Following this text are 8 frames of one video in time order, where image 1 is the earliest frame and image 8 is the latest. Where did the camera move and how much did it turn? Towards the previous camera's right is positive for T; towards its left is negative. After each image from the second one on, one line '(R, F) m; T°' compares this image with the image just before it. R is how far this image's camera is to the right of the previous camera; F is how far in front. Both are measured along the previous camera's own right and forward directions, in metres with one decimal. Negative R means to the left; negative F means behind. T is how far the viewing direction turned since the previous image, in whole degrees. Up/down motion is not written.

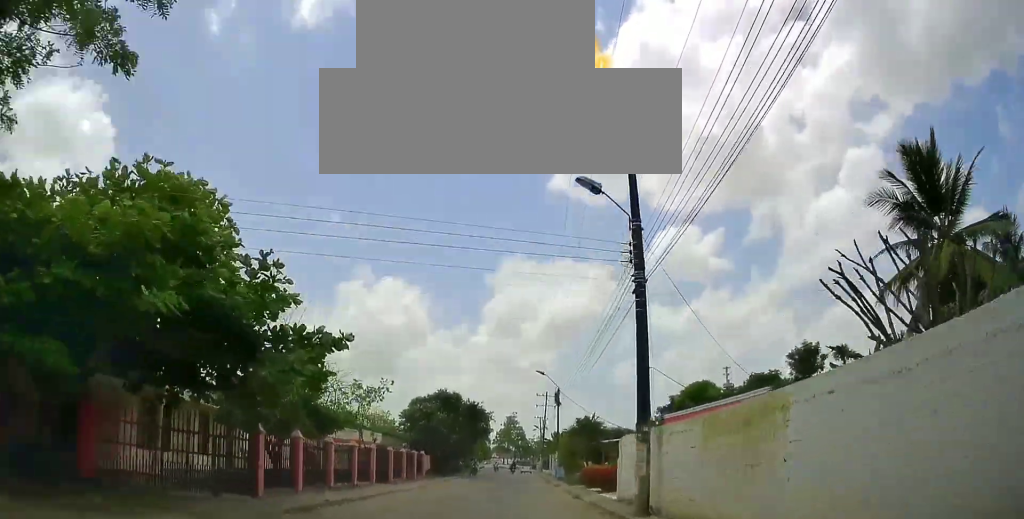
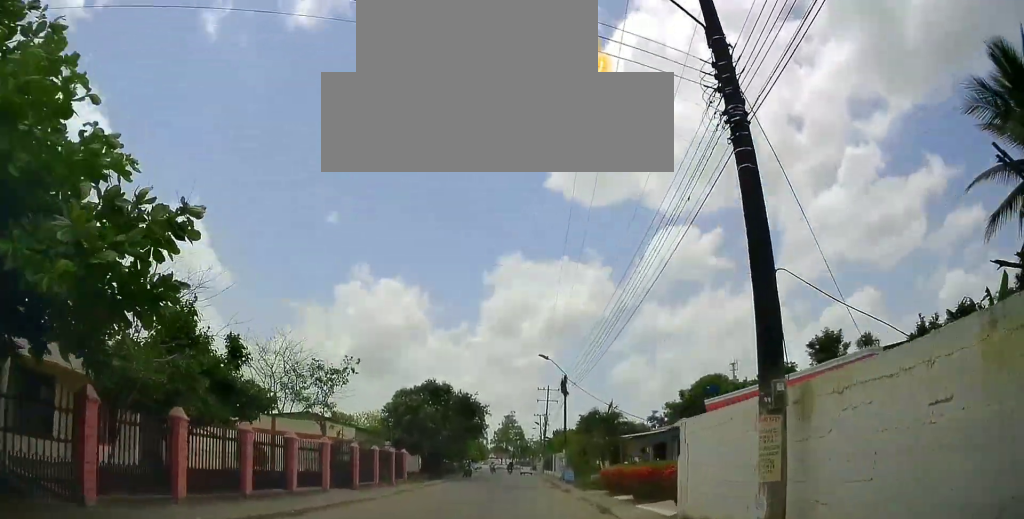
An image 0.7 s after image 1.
(+0.1, +6.6) m; +5°
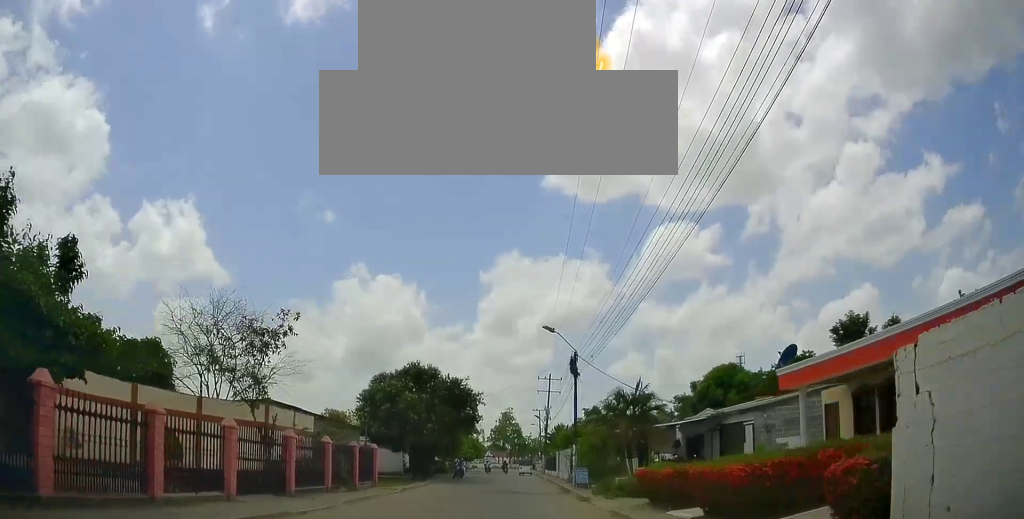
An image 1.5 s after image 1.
(+0.5, +6.8) m; -1°
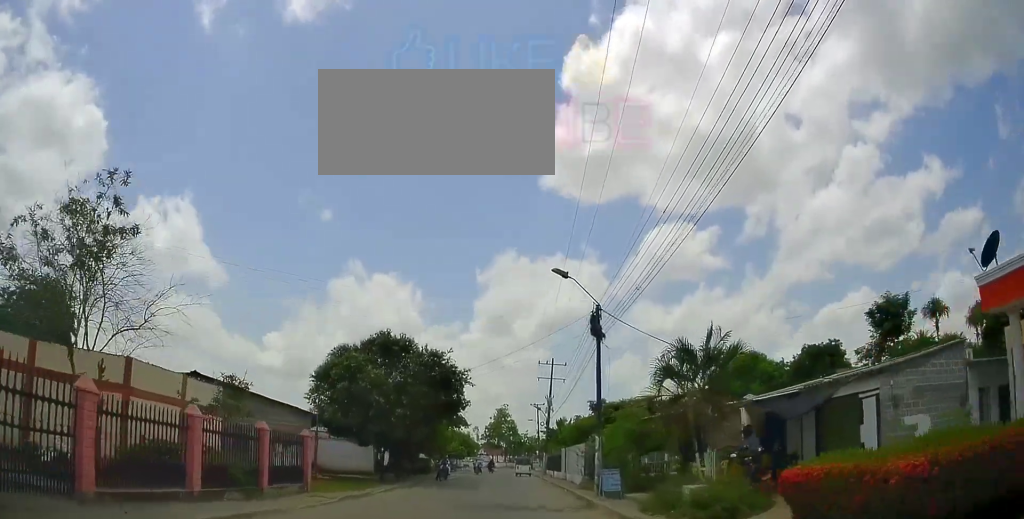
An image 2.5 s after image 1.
(-0.5, +8.7) m; -6°
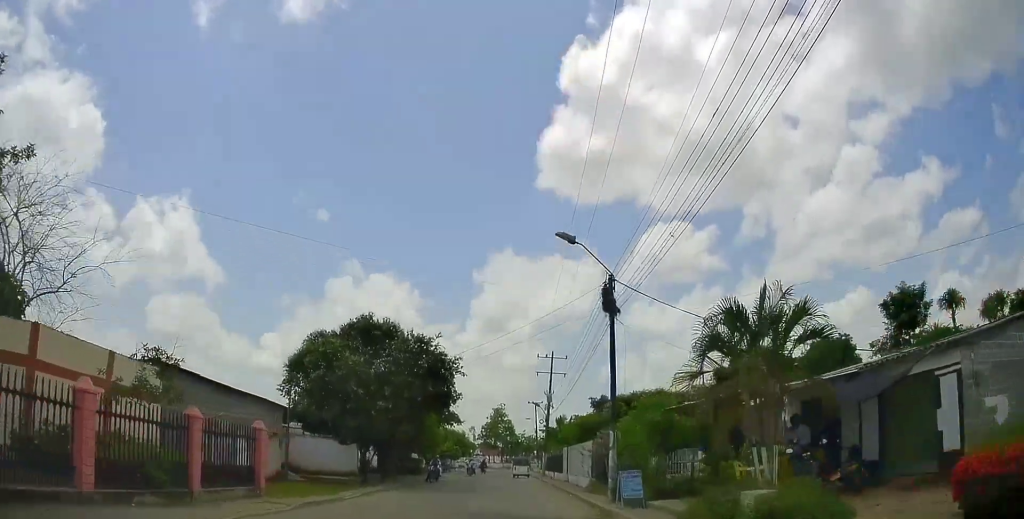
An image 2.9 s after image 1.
(-0.1, +3.4) m; -2°
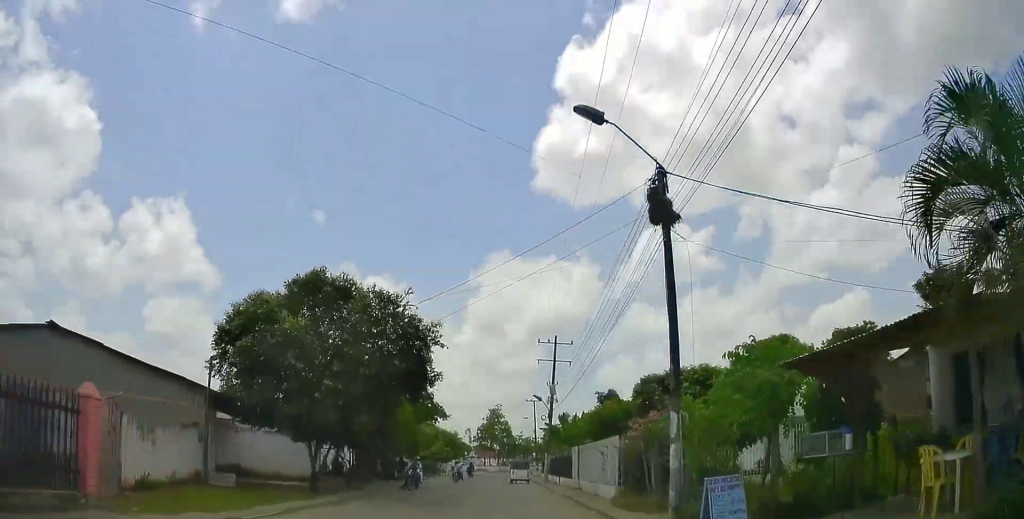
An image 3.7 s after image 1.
(0.0, +6.6) m; +4°
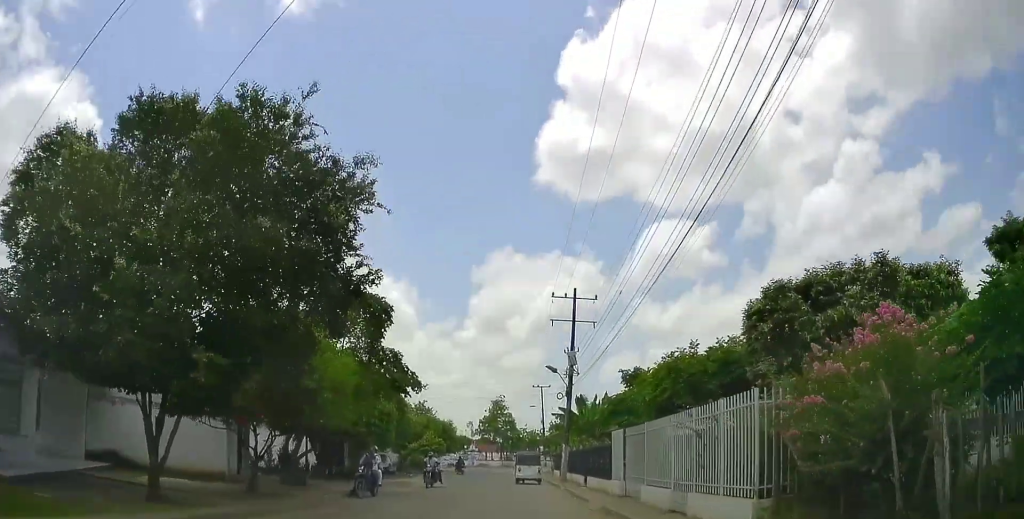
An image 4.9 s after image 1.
(+0.8, +10.2) m; +3°
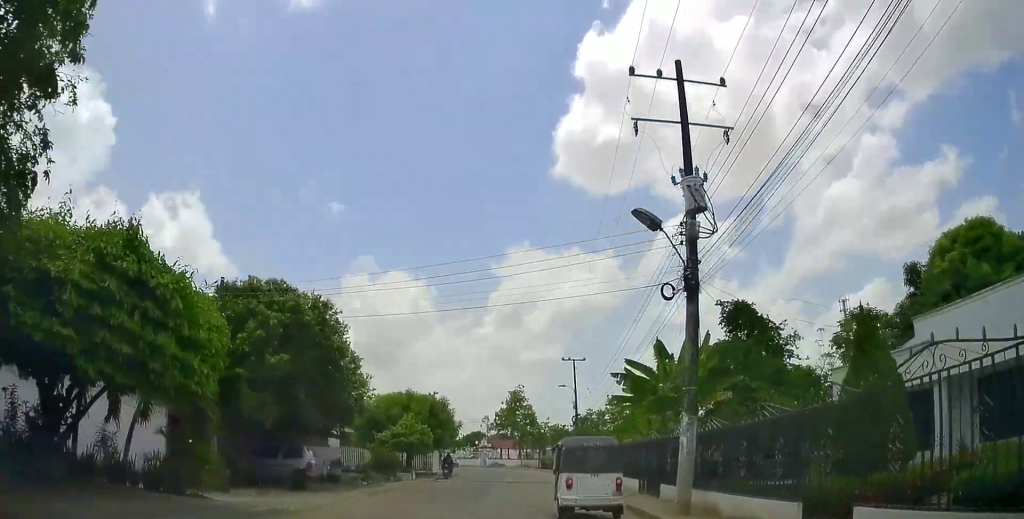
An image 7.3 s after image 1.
(-1.4, +18.5) m; -3°
